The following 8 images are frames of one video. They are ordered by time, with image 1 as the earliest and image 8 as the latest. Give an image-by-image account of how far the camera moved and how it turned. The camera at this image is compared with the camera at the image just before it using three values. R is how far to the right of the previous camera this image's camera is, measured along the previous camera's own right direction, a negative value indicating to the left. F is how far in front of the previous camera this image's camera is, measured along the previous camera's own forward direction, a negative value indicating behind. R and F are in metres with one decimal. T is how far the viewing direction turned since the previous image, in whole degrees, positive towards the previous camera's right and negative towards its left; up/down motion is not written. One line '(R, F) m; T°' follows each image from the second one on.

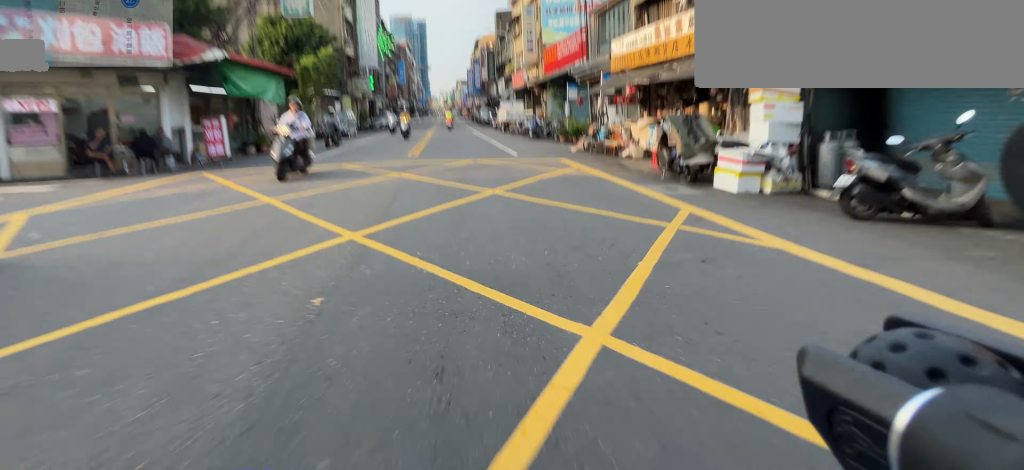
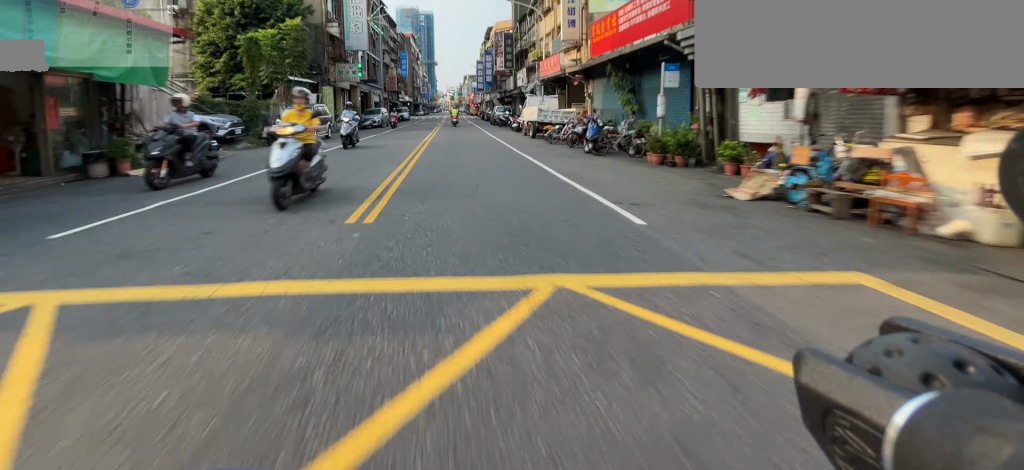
(-0.1, +8.2) m; +1°
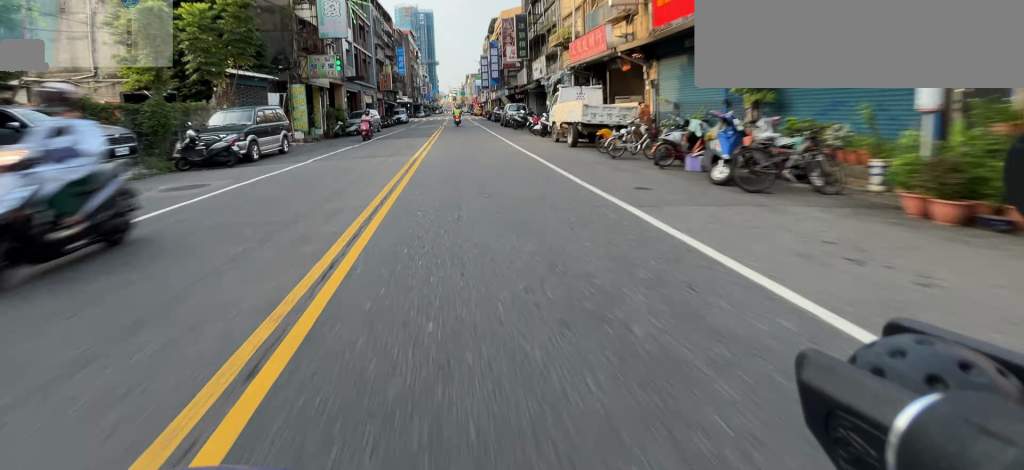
(+0.2, +6.5) m; +1°
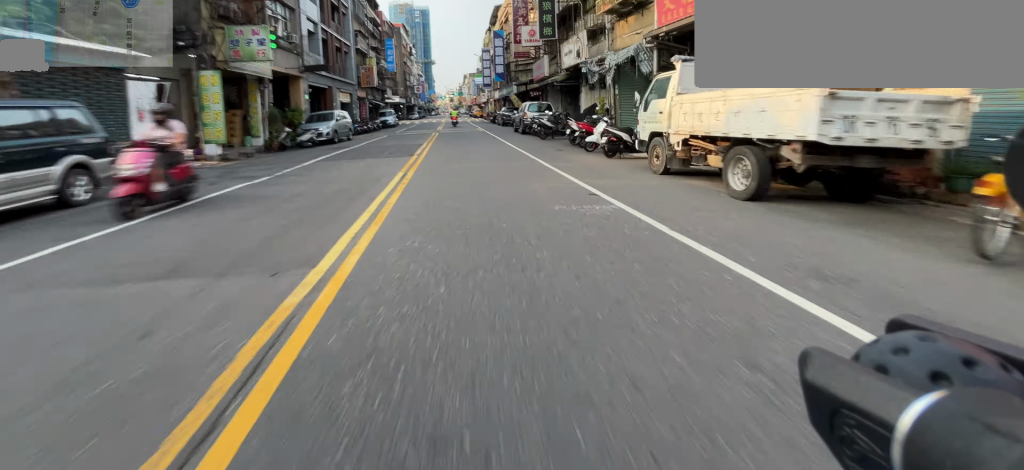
(+0.2, +9.0) m; +1°
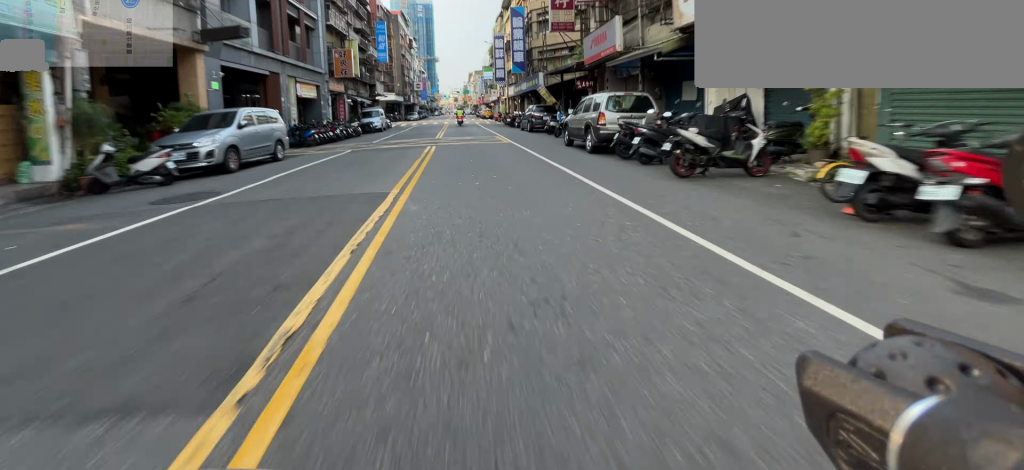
(0.0, +10.5) m; +2°
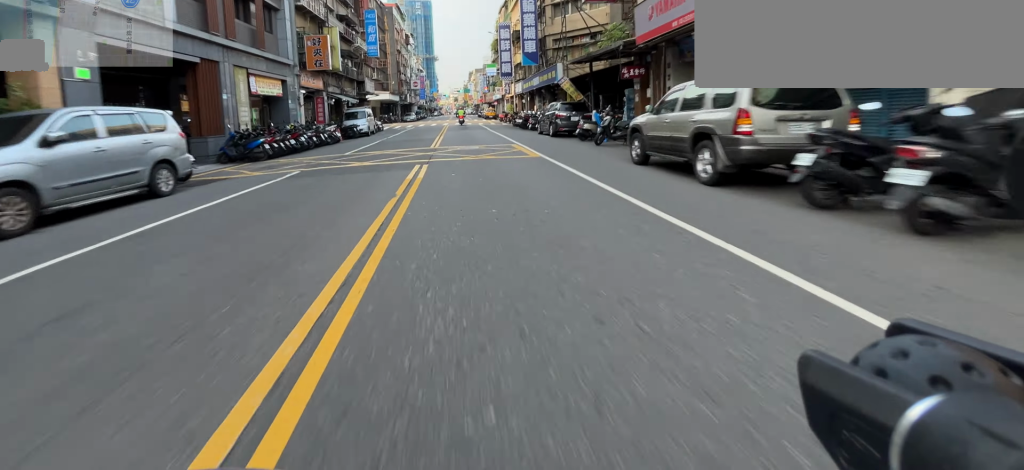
(+0.1, +5.6) m; +1°
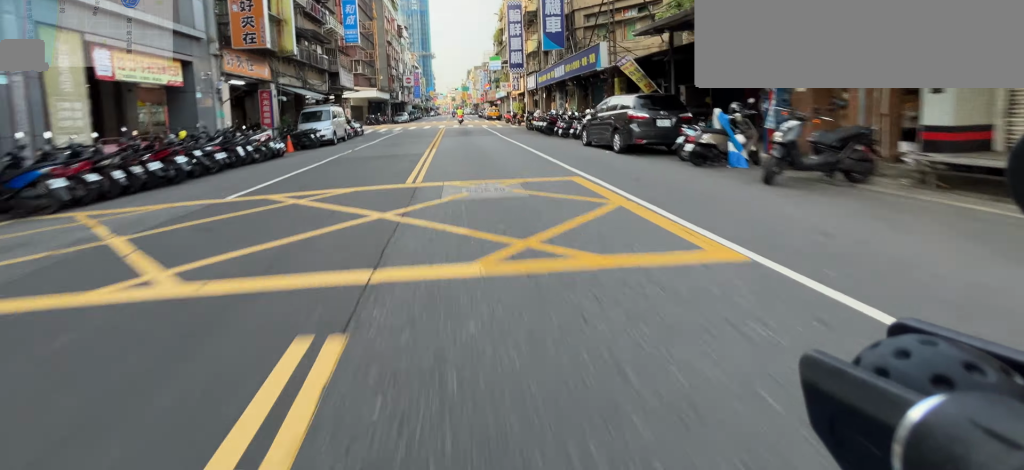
(+0.2, +7.9) m; +1°
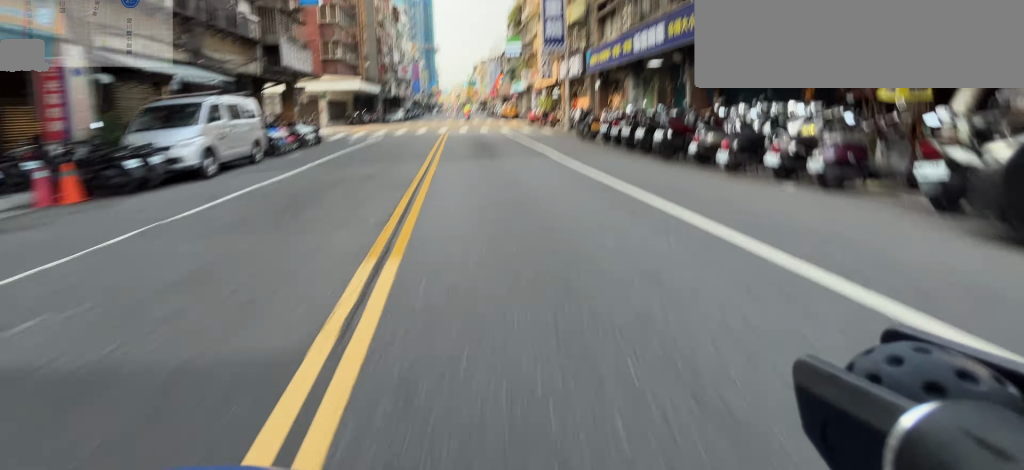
(0.0, +10.8) m; -1°
